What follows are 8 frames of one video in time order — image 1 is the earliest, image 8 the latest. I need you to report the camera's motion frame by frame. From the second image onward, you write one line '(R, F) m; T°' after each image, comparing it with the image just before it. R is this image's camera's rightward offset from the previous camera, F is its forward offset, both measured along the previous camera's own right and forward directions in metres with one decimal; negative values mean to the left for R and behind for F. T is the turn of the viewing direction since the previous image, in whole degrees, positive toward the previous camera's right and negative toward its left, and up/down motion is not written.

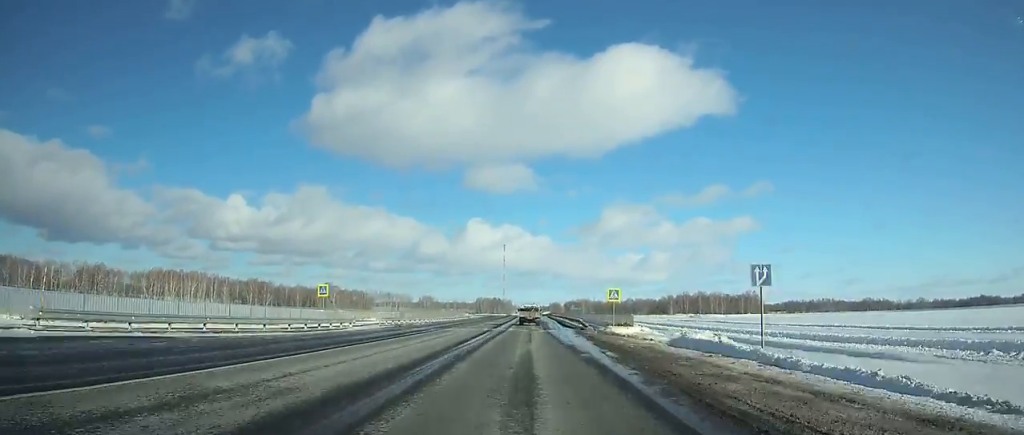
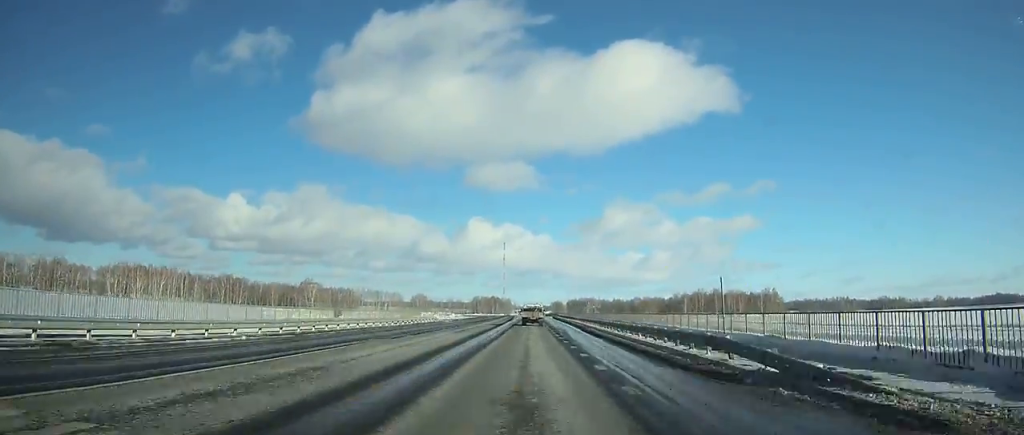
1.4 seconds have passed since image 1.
(0.0, +36.4) m; 0°
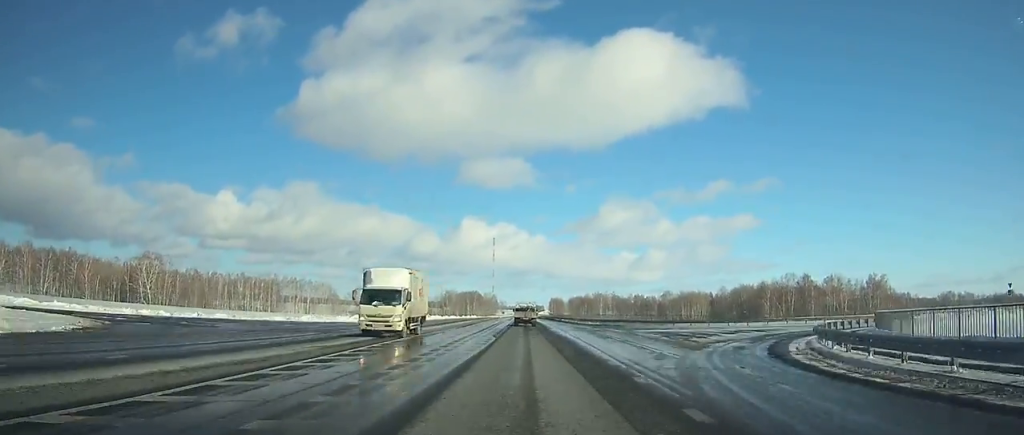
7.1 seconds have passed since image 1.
(+0.3, +149.5) m; 0°
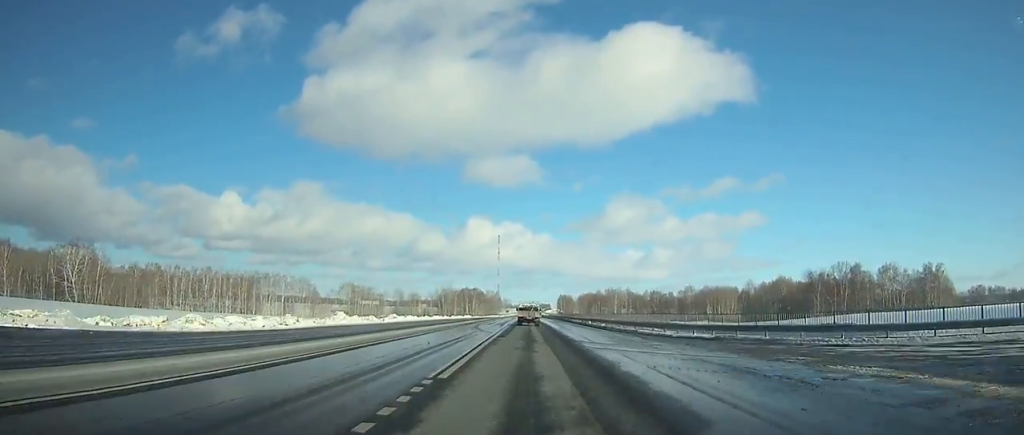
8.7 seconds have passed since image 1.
(+0.2, +43.6) m; 0°
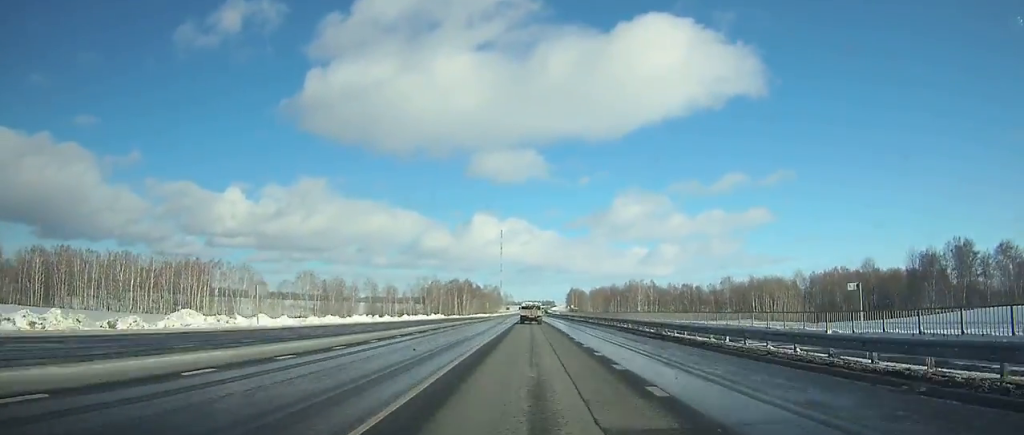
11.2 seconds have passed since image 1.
(-0.3, +67.7) m; 0°
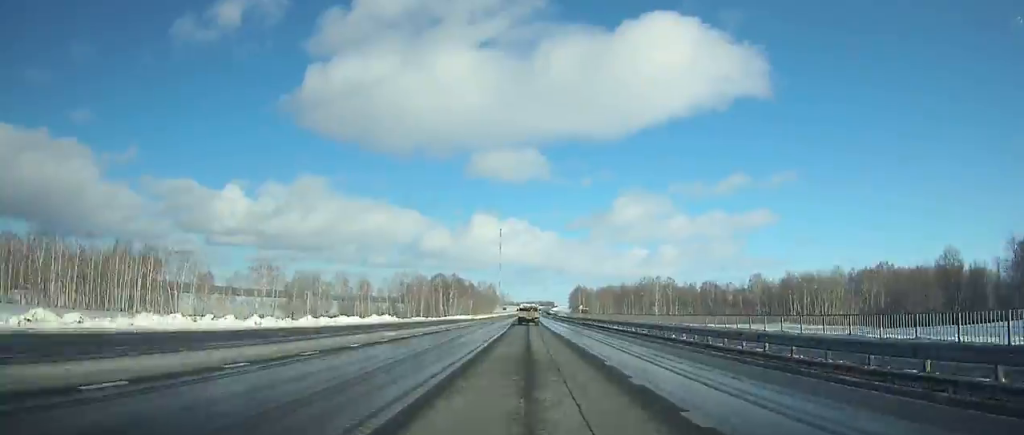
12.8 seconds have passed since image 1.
(-0.1, +42.8) m; 0°
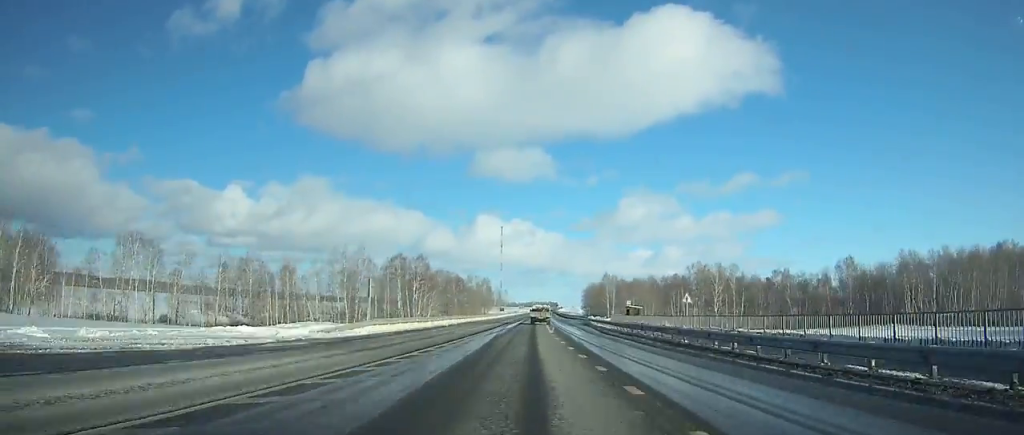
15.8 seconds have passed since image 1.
(-0.1, +79.1) m; 0°
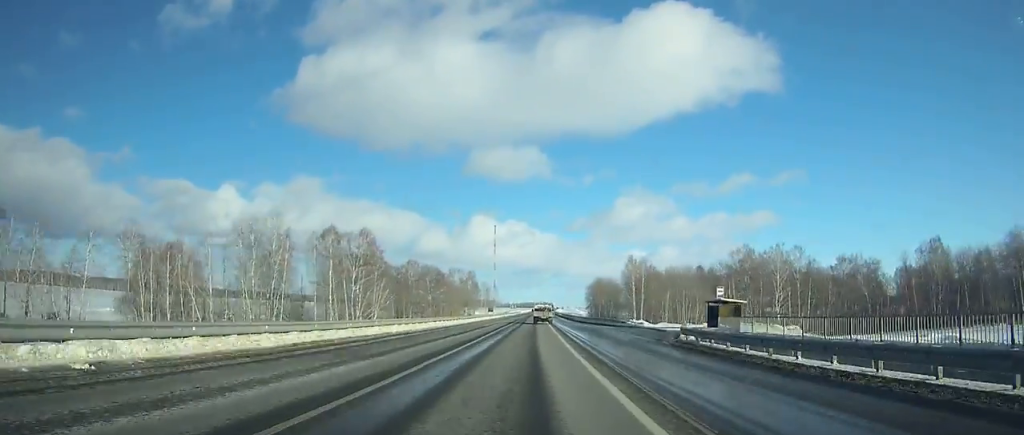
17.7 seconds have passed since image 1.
(0.0, +49.5) m; +1°
